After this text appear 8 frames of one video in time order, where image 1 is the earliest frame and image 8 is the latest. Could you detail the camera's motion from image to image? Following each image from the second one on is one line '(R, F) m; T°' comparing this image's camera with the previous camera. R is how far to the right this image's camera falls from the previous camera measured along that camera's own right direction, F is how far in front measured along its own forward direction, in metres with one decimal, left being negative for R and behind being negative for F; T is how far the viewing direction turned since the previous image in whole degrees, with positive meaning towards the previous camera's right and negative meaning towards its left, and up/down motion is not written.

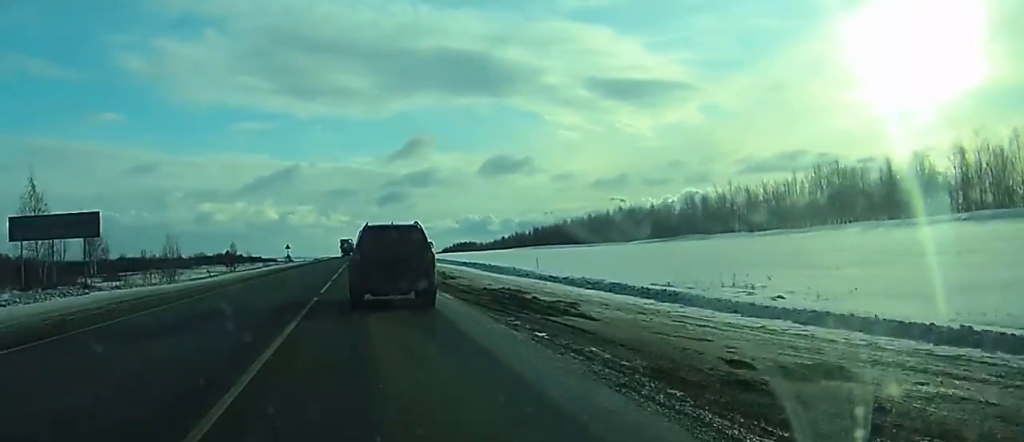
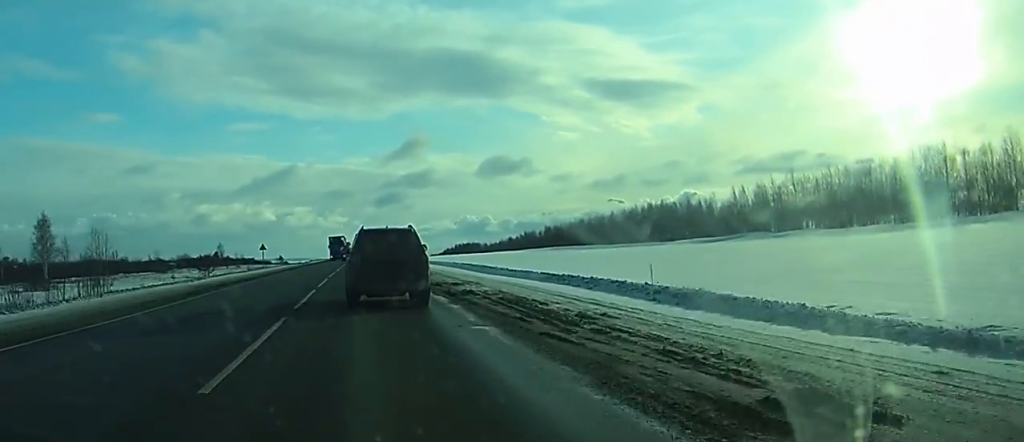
(-0.1, +29.2) m; 0°
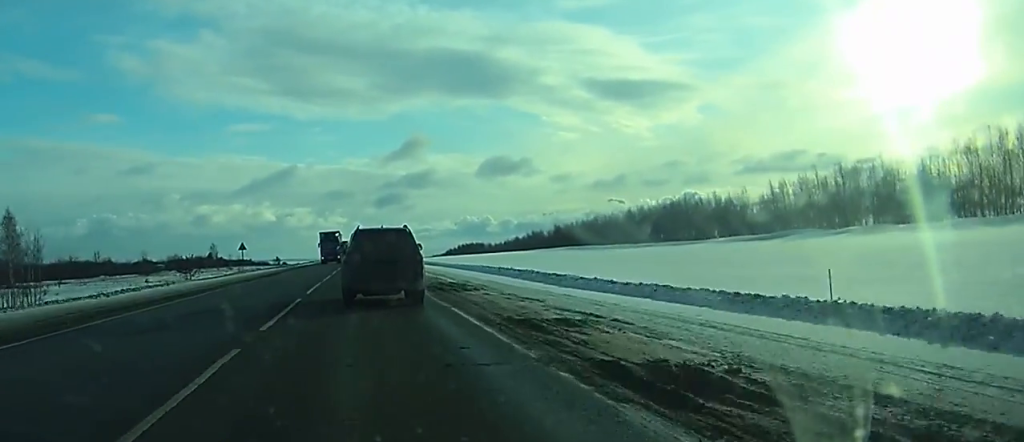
(0.0, +17.6) m; 0°
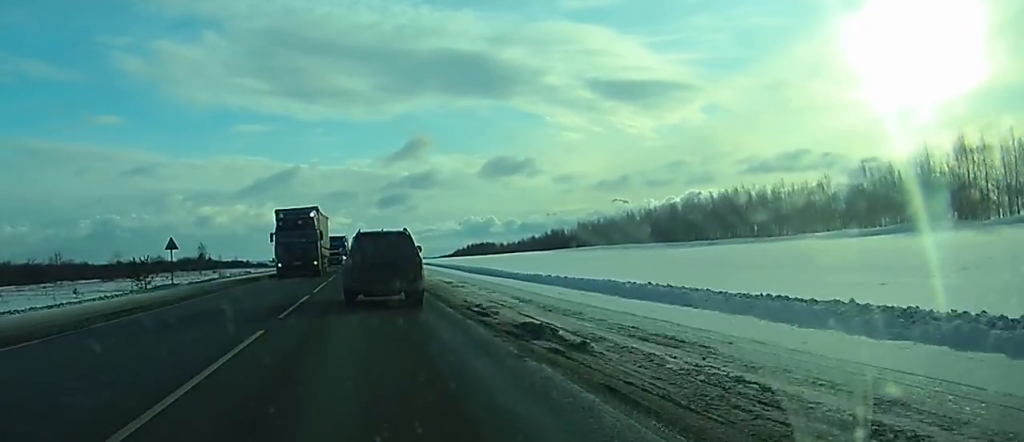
(+0.2, +33.2) m; +1°
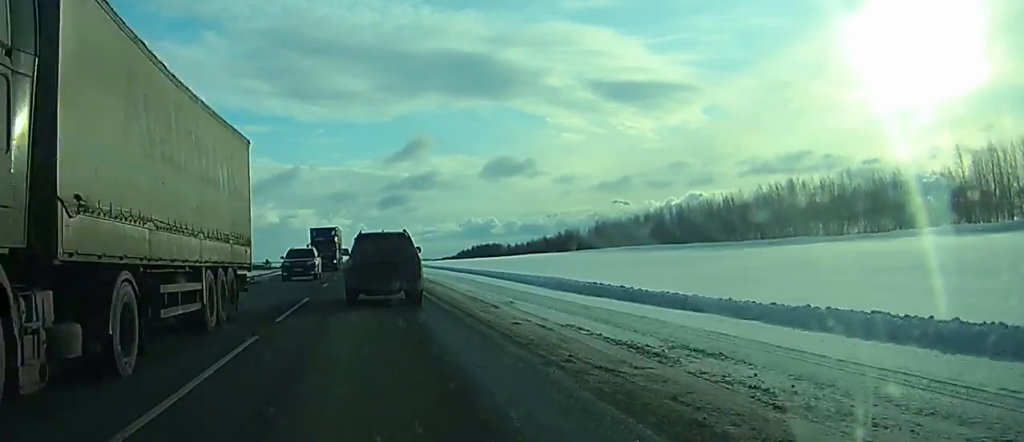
(+0.1, +25.3) m; 0°
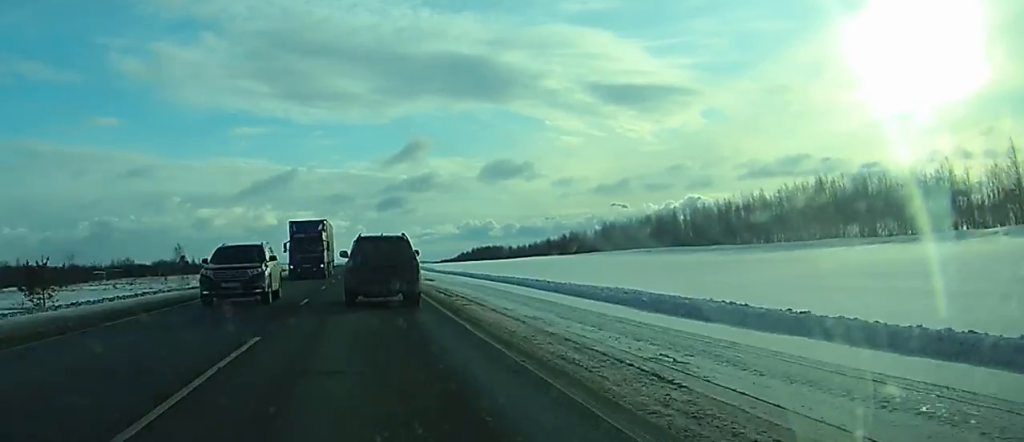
(+0.1, +11.8) m; 0°
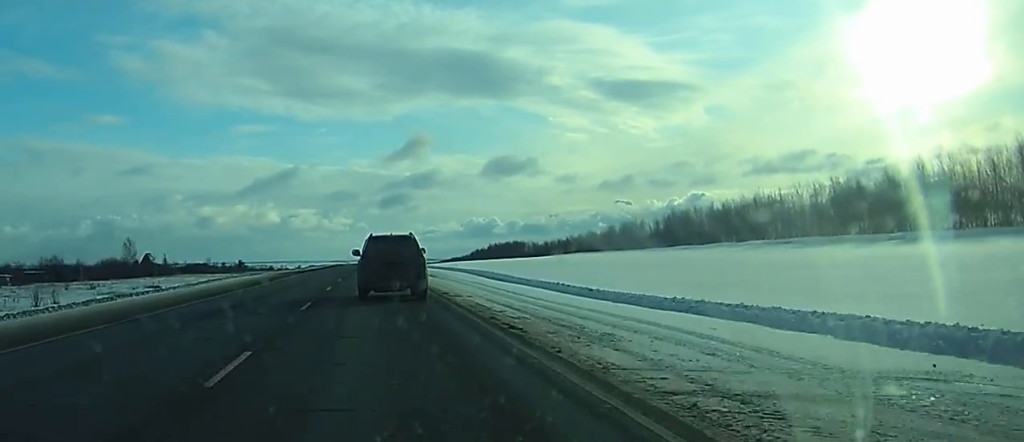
(-0.6, +62.3) m; 0°
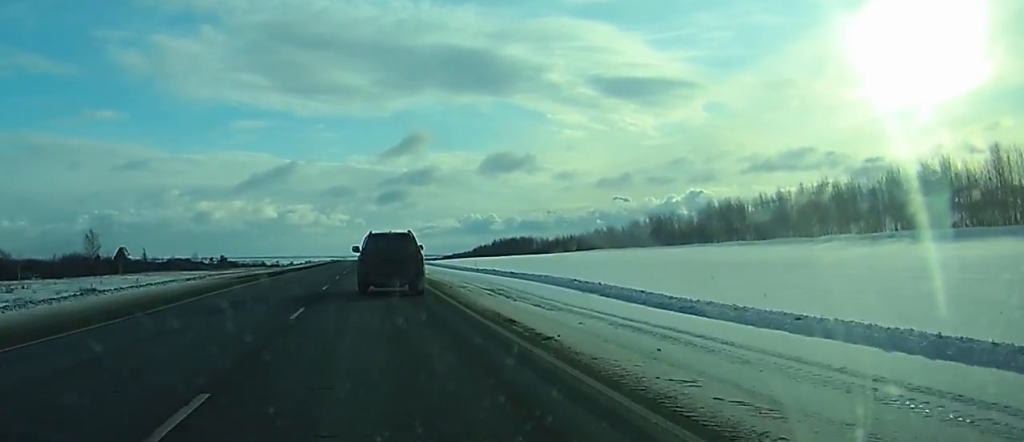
(0.0, +26.8) m; 0°
